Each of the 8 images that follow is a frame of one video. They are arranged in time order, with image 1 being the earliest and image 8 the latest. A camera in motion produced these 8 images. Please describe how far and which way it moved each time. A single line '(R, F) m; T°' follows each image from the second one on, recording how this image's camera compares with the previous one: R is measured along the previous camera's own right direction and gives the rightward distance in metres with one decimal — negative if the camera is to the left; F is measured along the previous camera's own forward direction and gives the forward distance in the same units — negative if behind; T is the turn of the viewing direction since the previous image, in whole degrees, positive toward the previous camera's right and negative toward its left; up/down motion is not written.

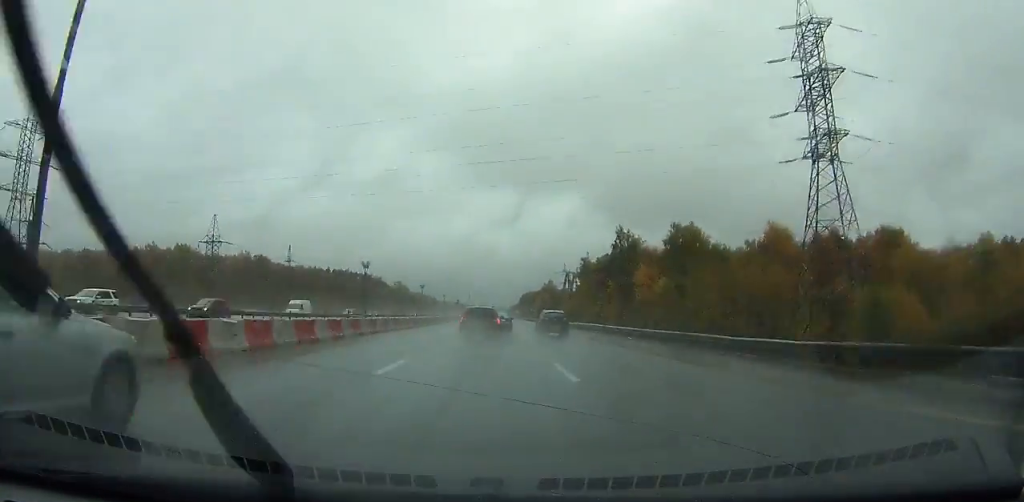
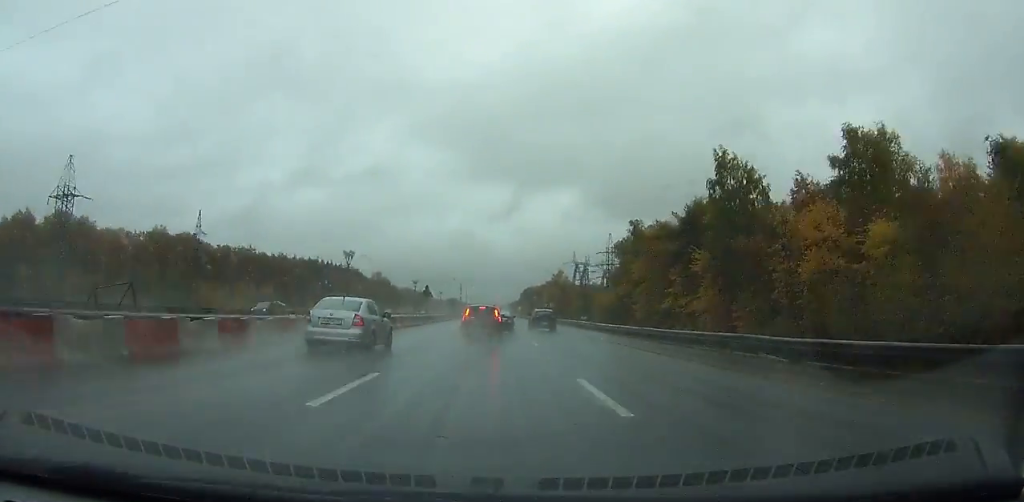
(+0.1, +46.0) m; 0°
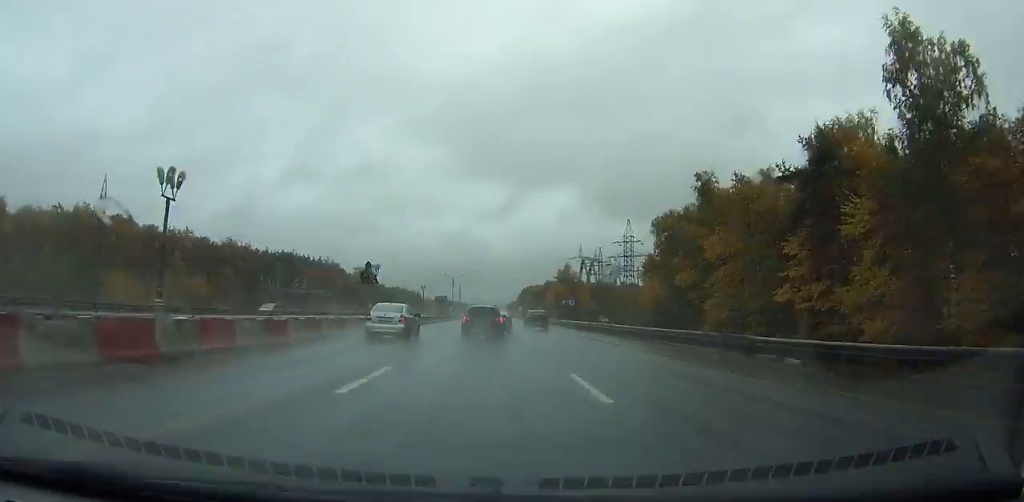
(0.0, +27.7) m; 0°
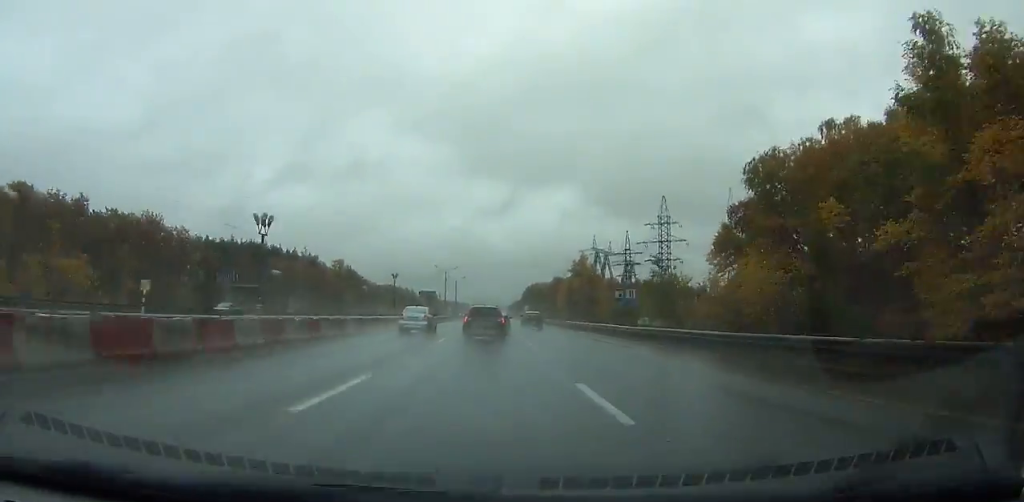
(0.0, +31.5) m; 0°
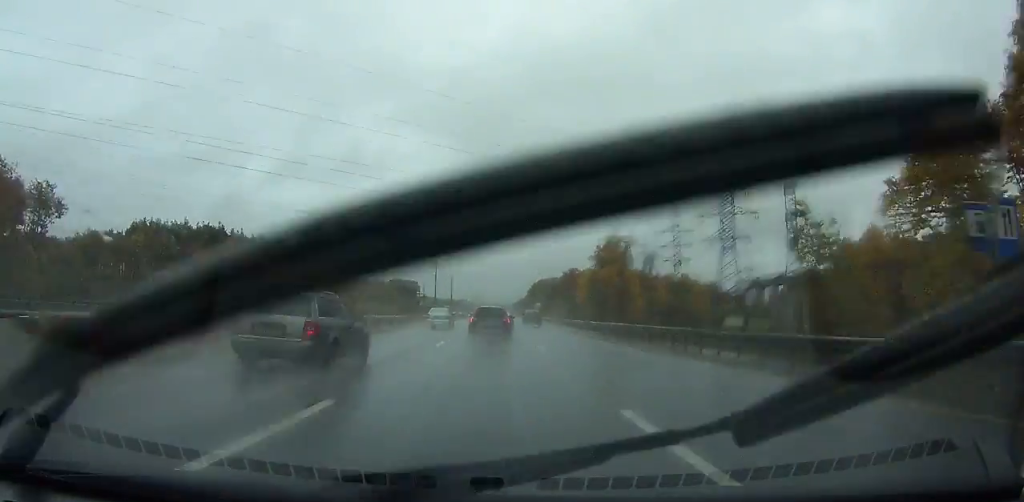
(0.0, +31.7) m; 0°
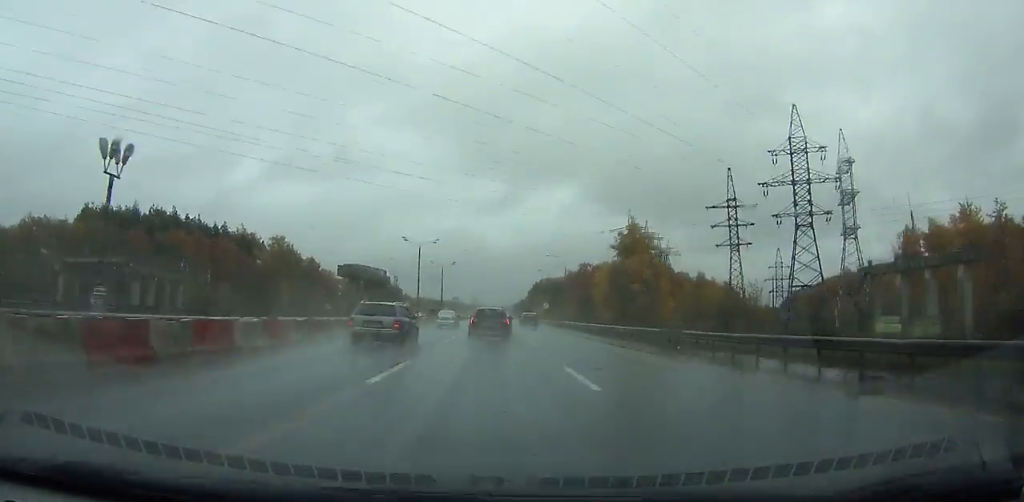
(0.0, +24.4) m; 0°
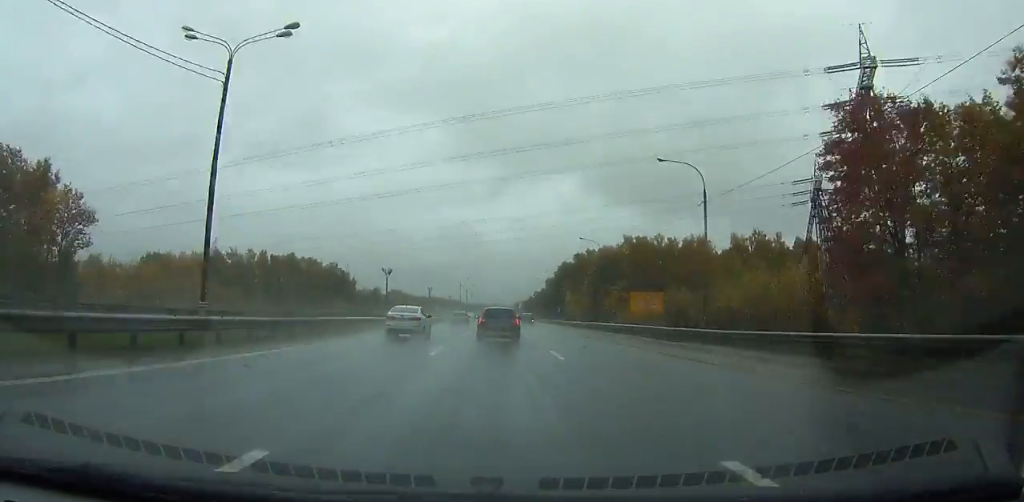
(-0.1, +117.4) m; 0°
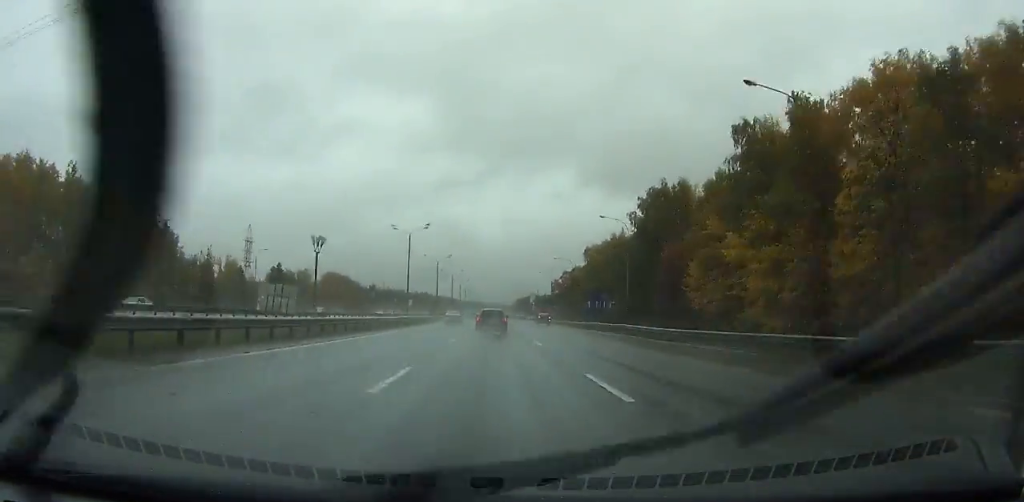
(+0.2, +119.4) m; 0°
